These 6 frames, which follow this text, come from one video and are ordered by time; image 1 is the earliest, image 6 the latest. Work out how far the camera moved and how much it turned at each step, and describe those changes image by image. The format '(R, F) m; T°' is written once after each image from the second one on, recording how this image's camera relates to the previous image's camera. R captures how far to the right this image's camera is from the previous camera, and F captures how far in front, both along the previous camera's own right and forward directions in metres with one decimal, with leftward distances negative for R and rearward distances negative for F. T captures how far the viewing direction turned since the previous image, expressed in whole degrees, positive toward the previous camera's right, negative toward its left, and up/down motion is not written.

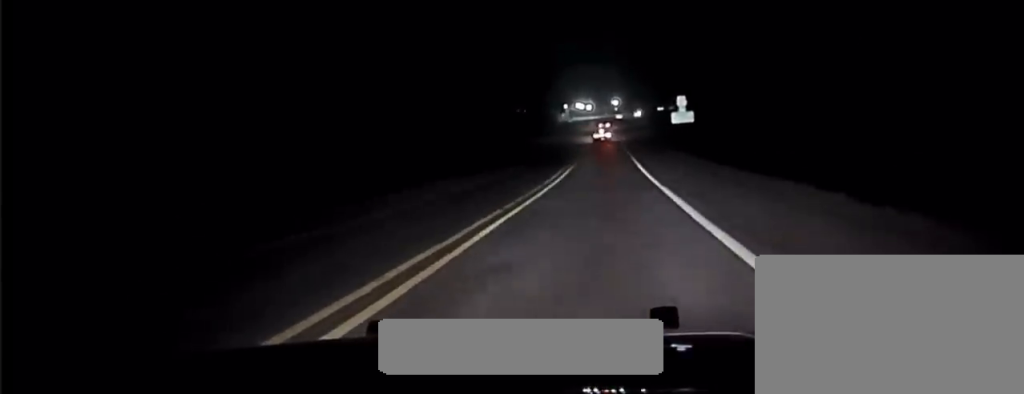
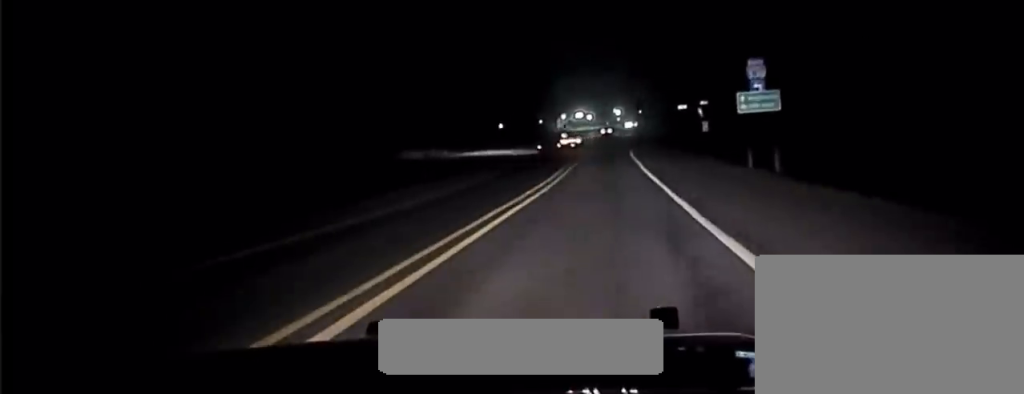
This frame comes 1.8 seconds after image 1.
(+0.1, +34.2) m; +1°
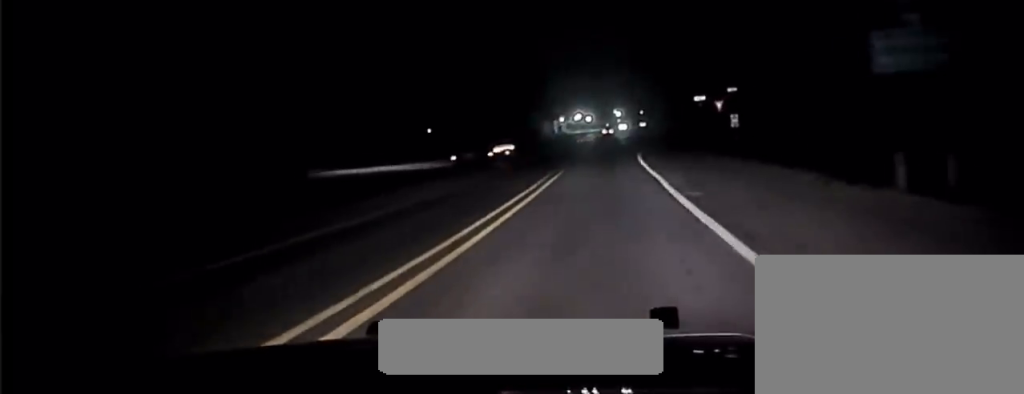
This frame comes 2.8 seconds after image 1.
(+0.1, +16.9) m; 0°
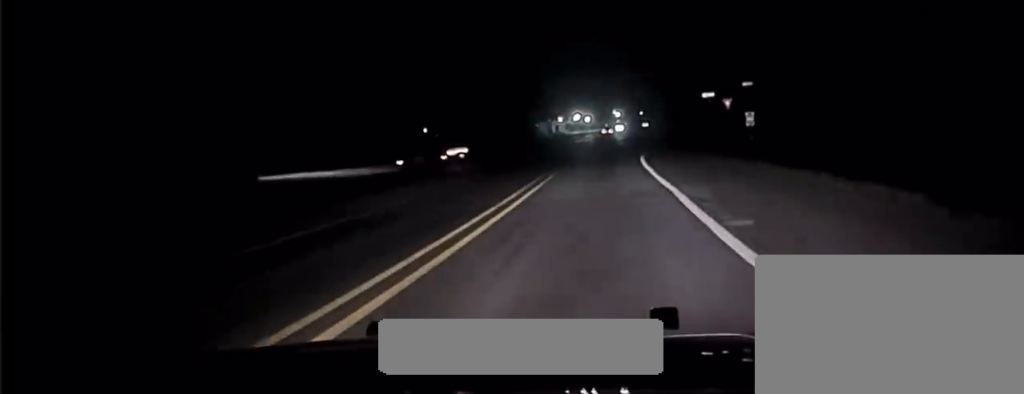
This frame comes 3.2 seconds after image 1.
(+0.2, +6.2) m; 0°
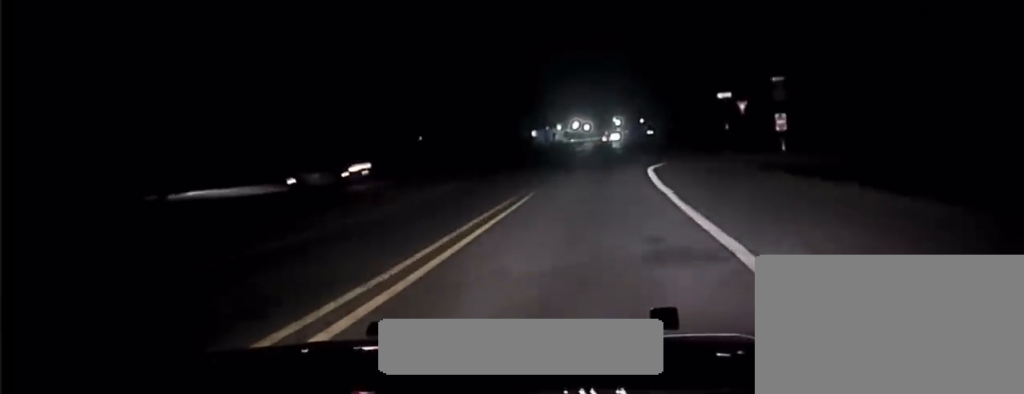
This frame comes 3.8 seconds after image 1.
(-0.1, +8.3) m; -1°
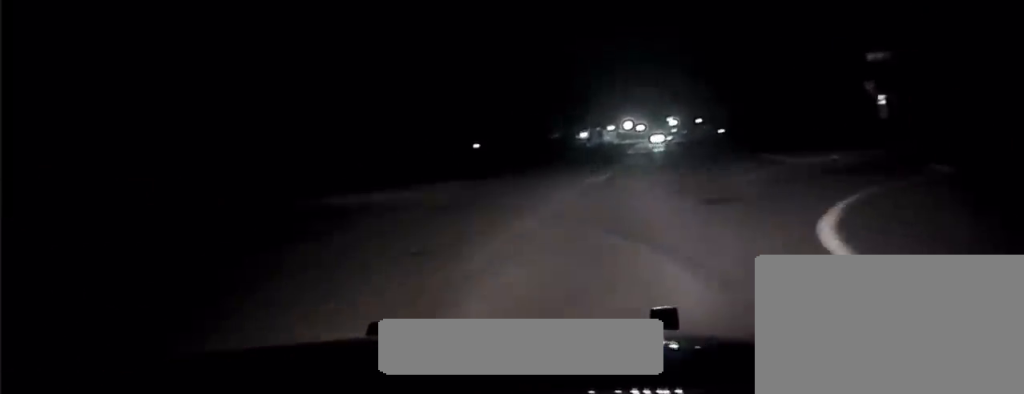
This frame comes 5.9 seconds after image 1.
(-1.5, +22.0) m; -17°
